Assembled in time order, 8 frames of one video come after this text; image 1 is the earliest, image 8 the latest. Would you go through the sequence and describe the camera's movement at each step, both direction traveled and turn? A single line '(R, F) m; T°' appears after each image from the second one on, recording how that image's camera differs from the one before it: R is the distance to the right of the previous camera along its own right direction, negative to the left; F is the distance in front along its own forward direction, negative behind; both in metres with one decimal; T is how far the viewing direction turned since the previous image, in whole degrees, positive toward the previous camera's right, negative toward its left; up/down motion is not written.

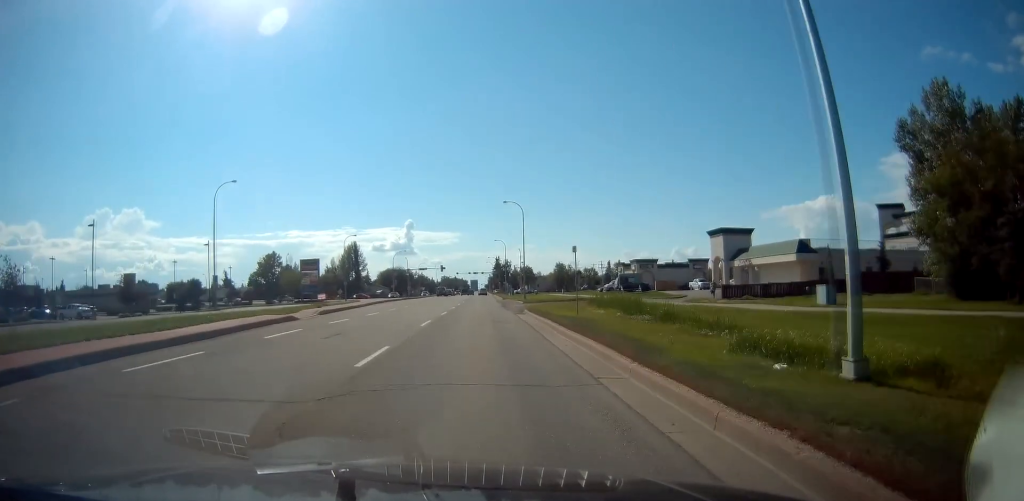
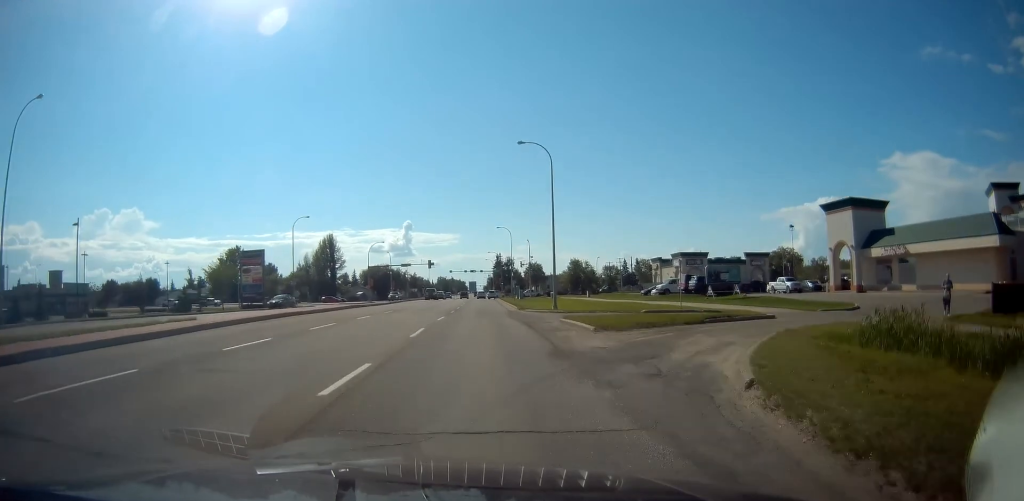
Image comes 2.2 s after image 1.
(0.0, +30.0) m; 0°
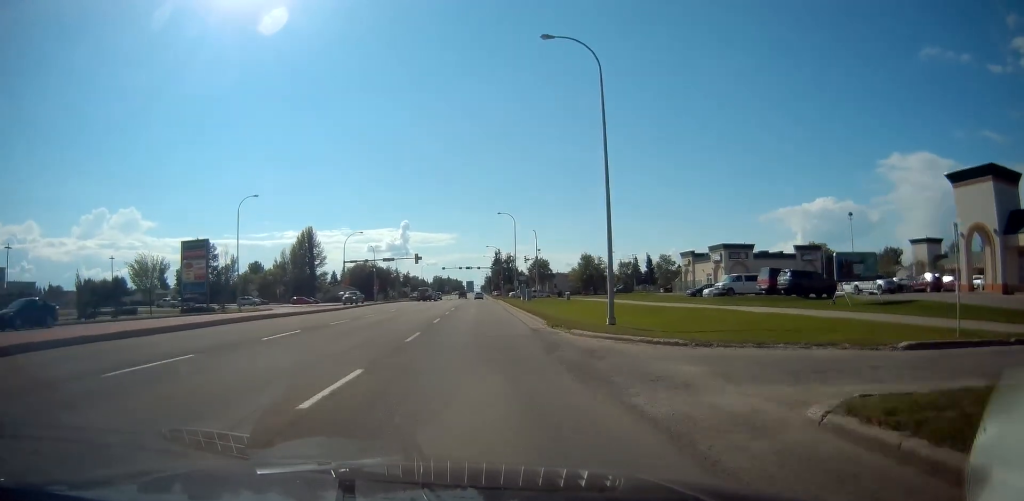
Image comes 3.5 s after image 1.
(0.0, +18.8) m; 0°
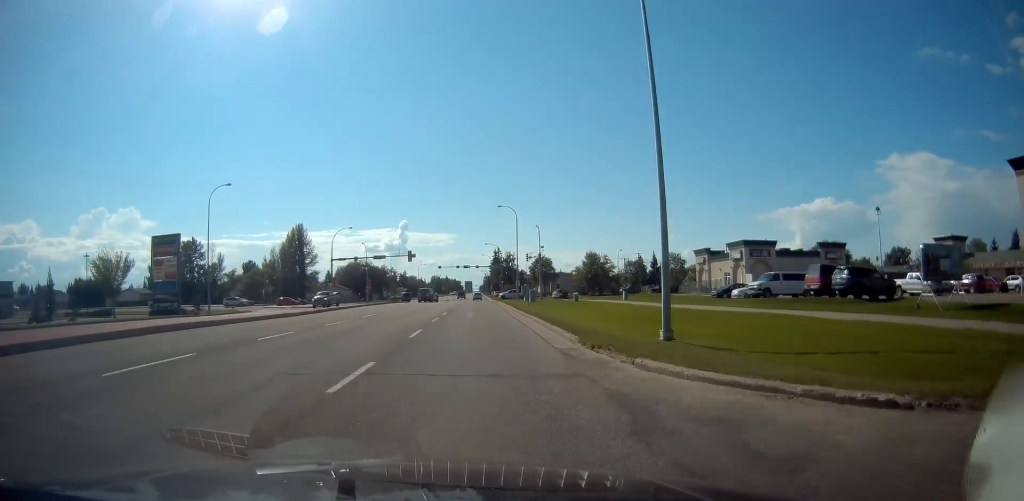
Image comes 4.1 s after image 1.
(0.0, +7.2) m; 0°
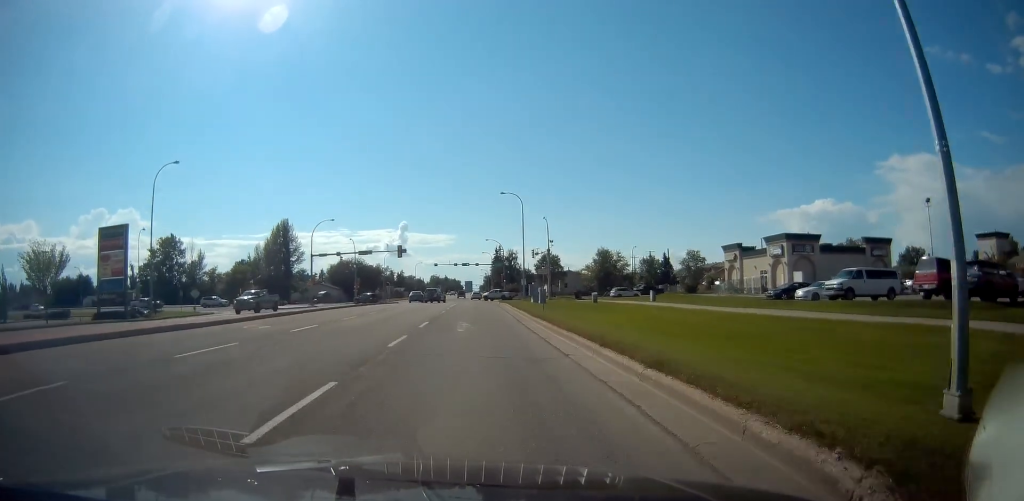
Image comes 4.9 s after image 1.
(0.0, +11.0) m; 0°
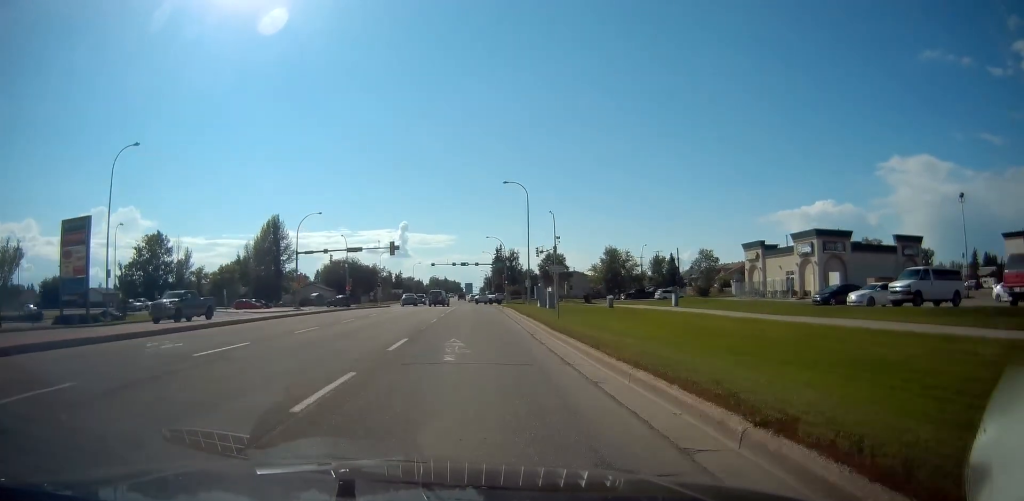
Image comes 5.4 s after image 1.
(0.0, +6.5) m; 0°
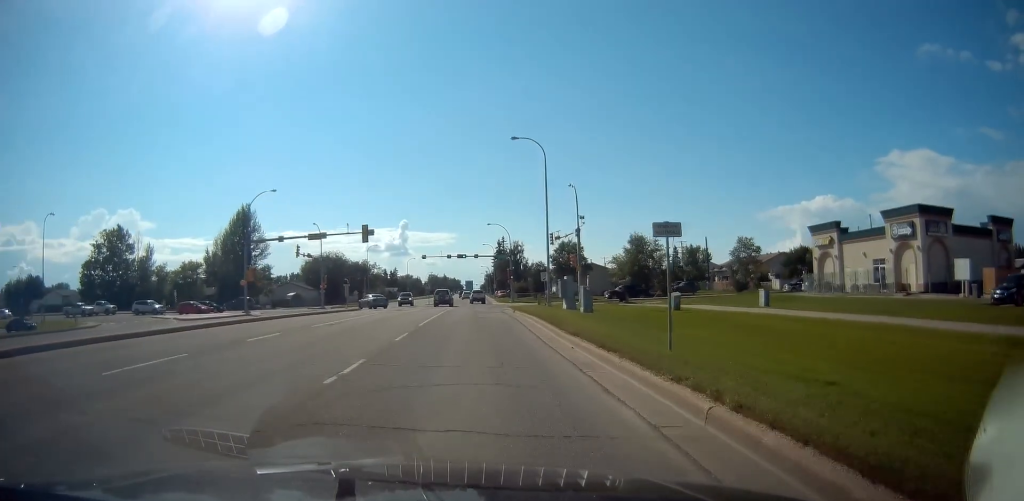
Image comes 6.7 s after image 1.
(0.0, +16.4) m; -1°
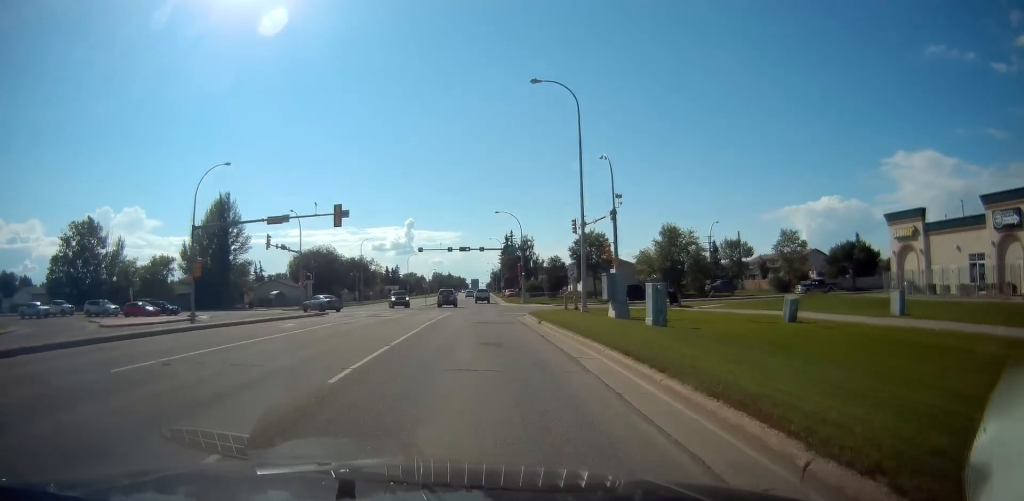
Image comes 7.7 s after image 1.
(-0.1, +12.2) m; -1°
